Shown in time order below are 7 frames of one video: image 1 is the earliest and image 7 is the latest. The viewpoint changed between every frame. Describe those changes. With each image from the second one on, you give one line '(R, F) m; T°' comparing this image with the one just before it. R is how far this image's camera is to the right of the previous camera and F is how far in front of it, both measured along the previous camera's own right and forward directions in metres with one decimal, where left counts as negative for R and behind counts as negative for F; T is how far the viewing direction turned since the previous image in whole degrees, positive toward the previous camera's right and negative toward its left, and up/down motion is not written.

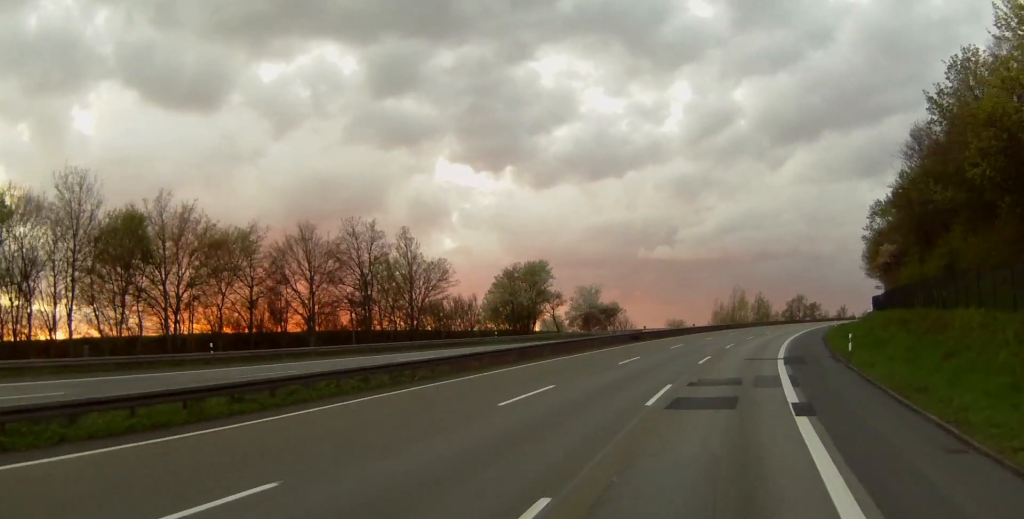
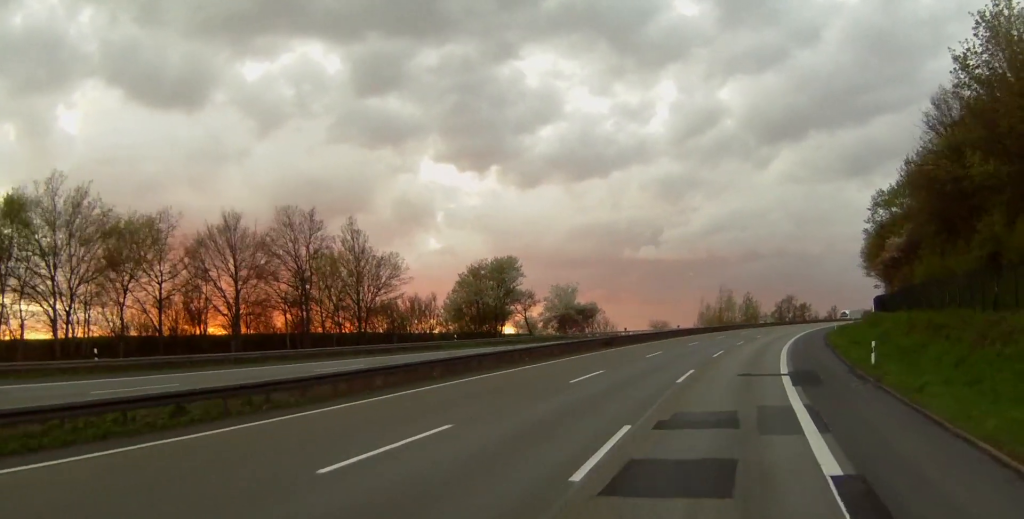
(+0.3, +10.4) m; +1°
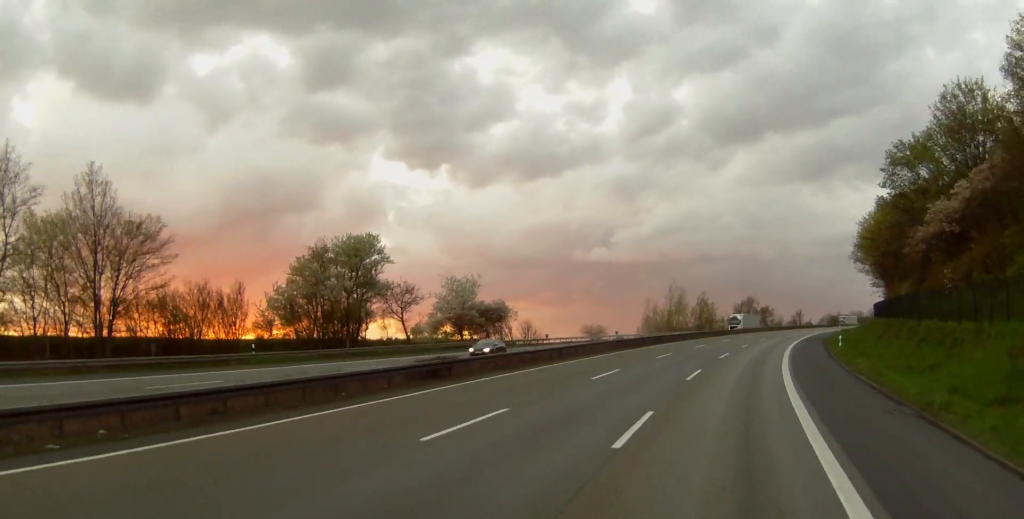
(+1.1, +31.9) m; +4°
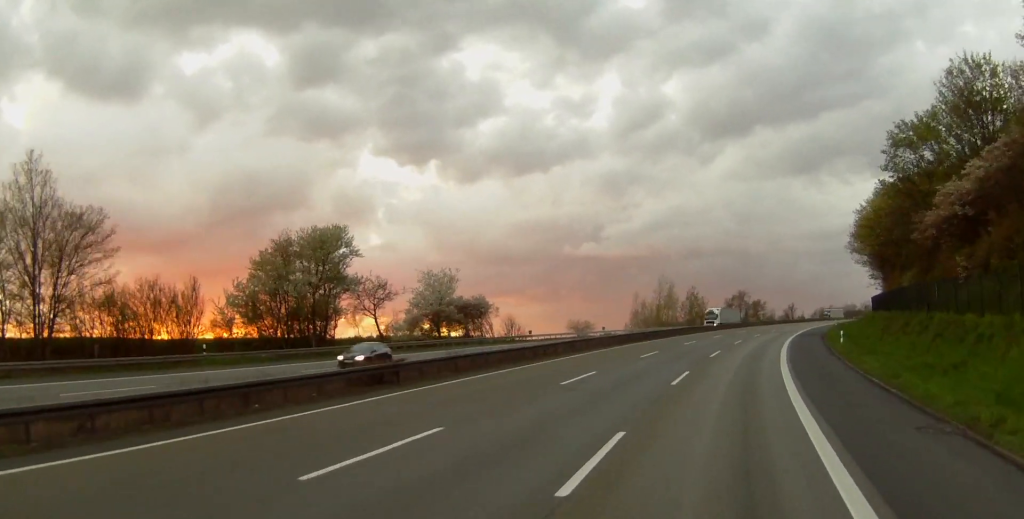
(+0.1, +4.9) m; -1°
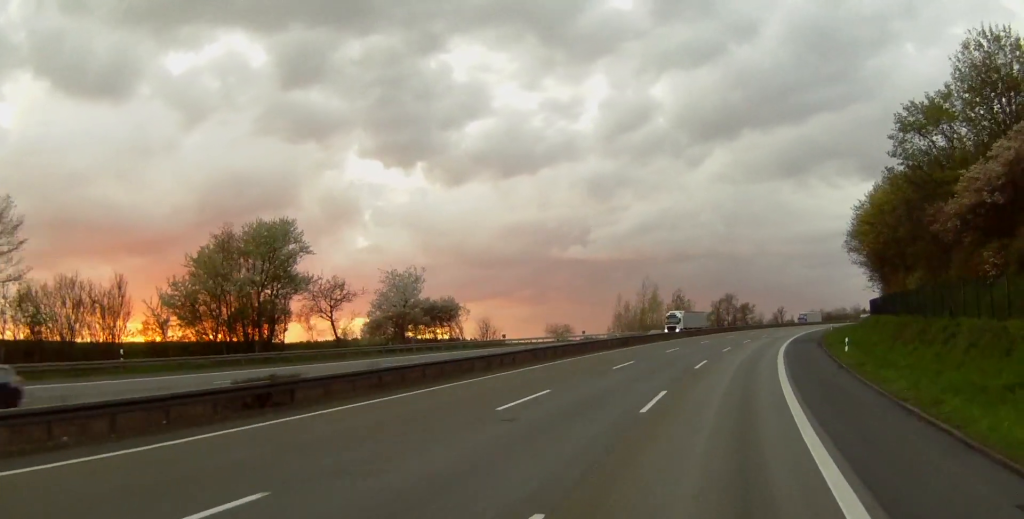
(-0.1, +7.1) m; 0°
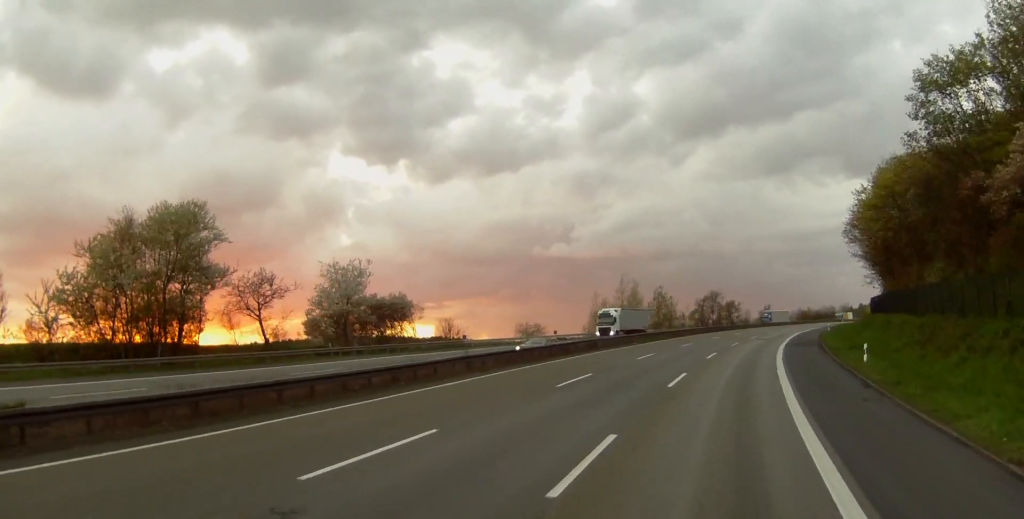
(0.0, +10.5) m; +1°
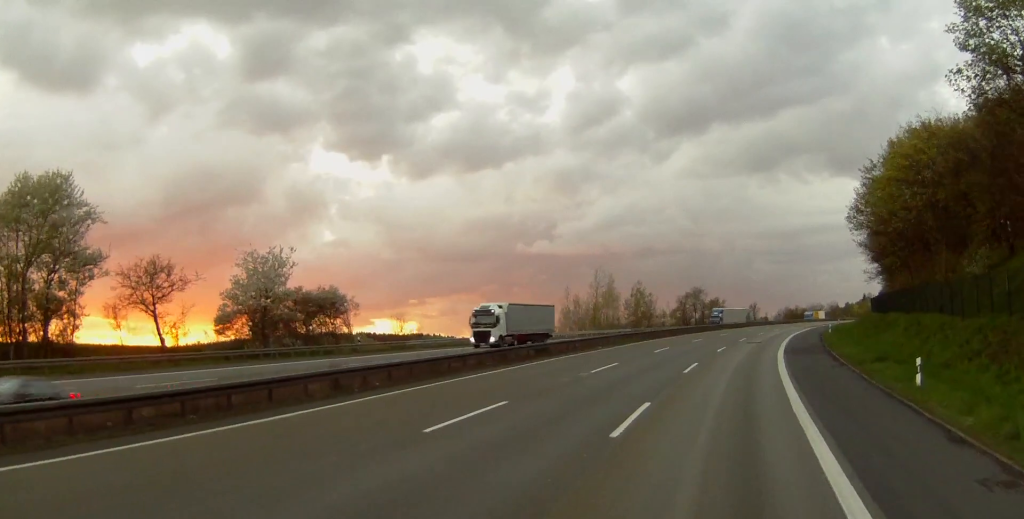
(+0.4, +12.3) m; +1°
